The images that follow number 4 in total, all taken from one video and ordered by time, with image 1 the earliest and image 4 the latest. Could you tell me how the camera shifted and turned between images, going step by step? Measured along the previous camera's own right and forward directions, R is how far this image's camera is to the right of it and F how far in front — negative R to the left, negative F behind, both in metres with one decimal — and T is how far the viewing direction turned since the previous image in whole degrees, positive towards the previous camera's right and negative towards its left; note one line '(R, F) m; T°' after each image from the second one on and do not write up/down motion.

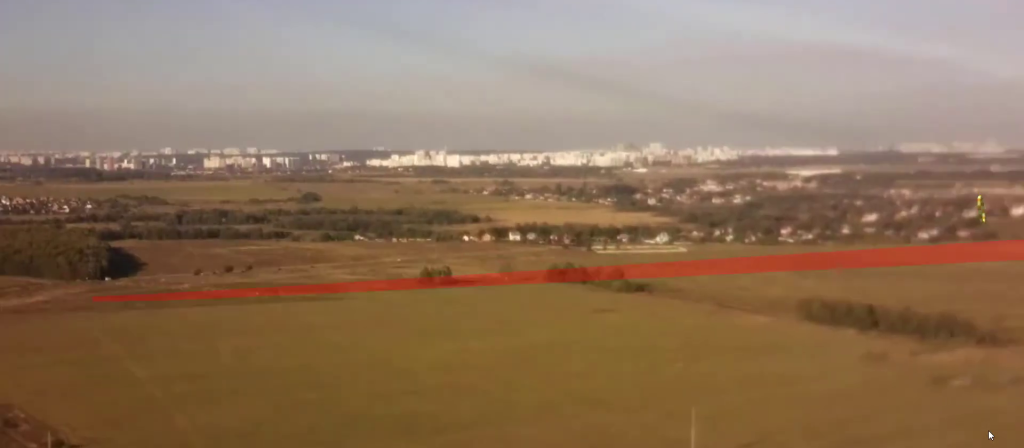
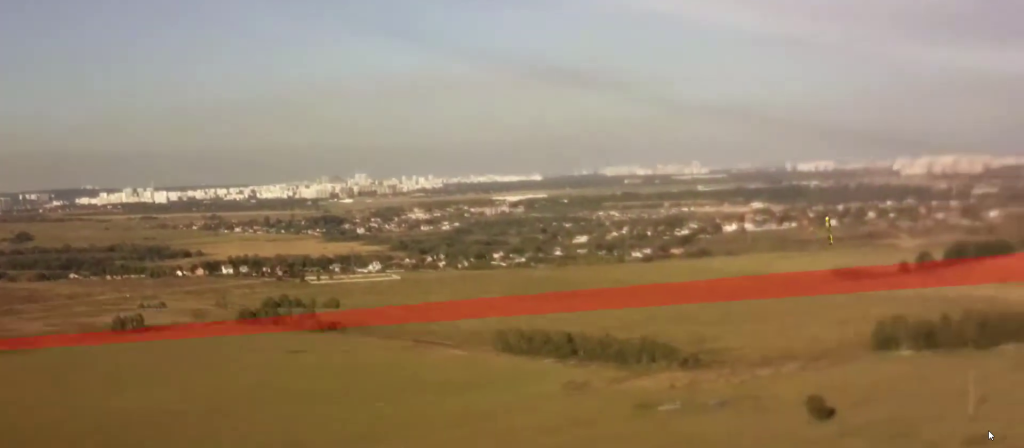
(+0.9, +12.7) m; +10°
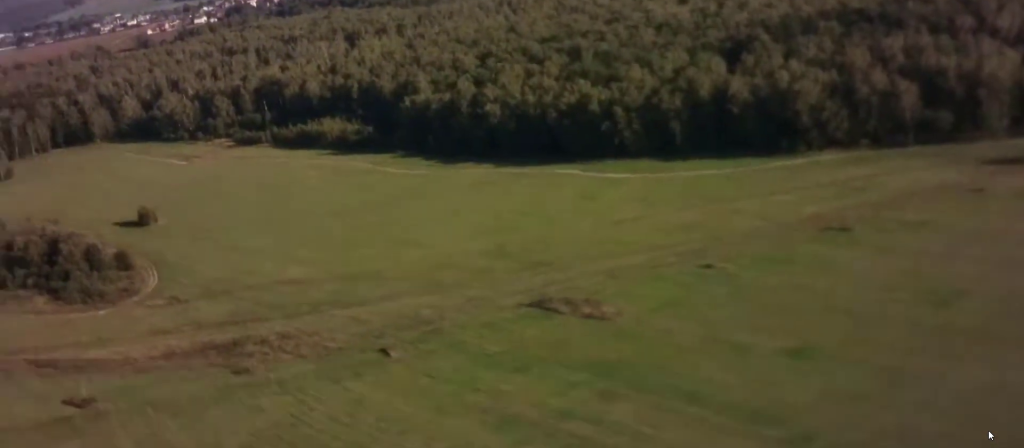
(+38.5, +41.3) m; +80°
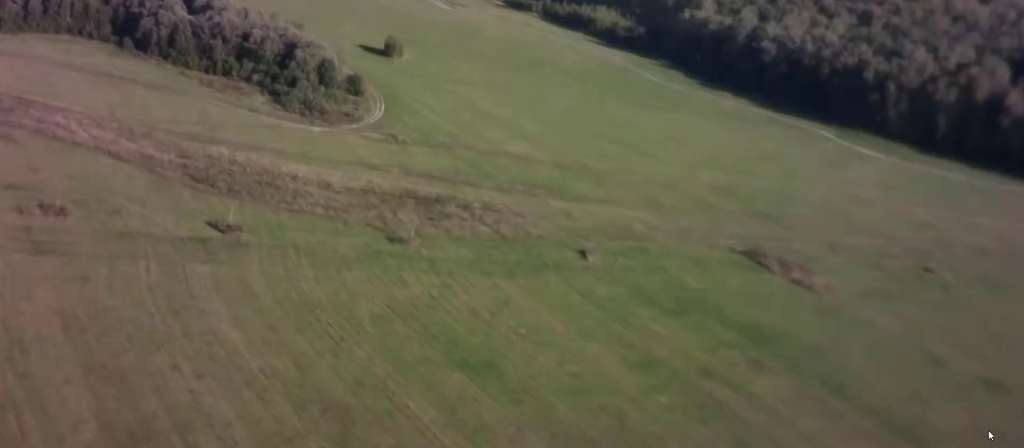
(+0.1, +12.6) m; +1°
